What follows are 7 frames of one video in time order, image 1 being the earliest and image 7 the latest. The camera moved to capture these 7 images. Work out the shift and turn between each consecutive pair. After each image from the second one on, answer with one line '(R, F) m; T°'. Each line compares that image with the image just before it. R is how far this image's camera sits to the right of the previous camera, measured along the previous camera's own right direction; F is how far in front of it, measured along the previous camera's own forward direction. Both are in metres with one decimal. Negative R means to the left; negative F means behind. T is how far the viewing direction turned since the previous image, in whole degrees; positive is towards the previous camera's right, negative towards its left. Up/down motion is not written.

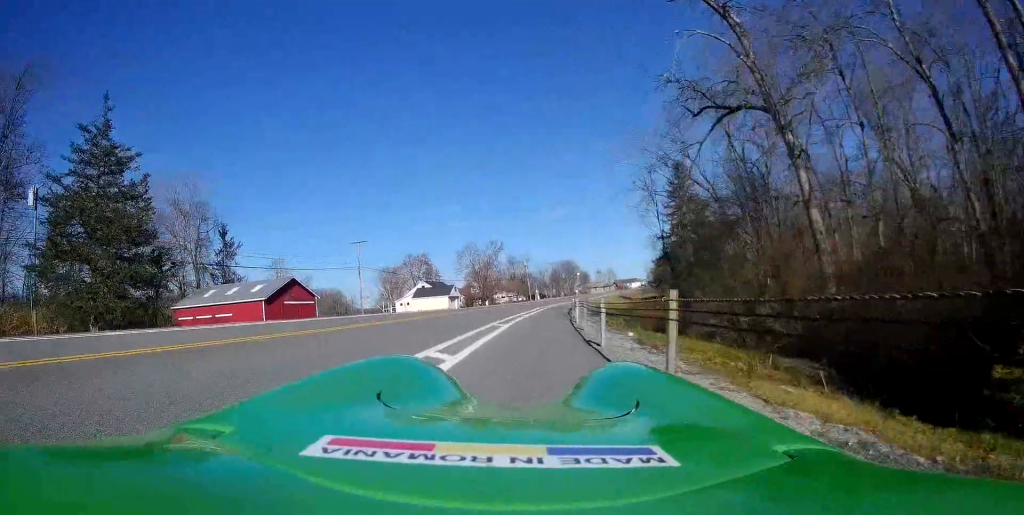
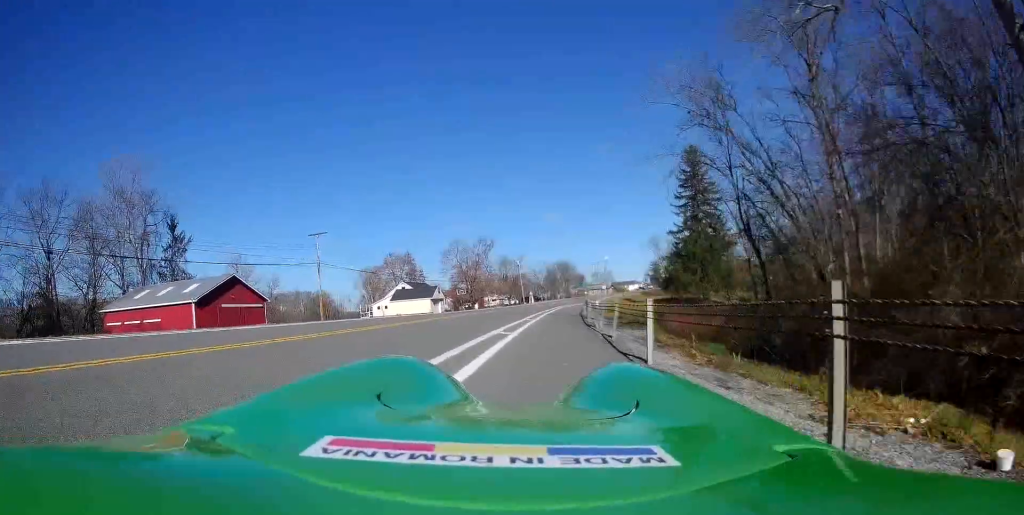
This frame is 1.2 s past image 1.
(+0.2, +11.9) m; +1°
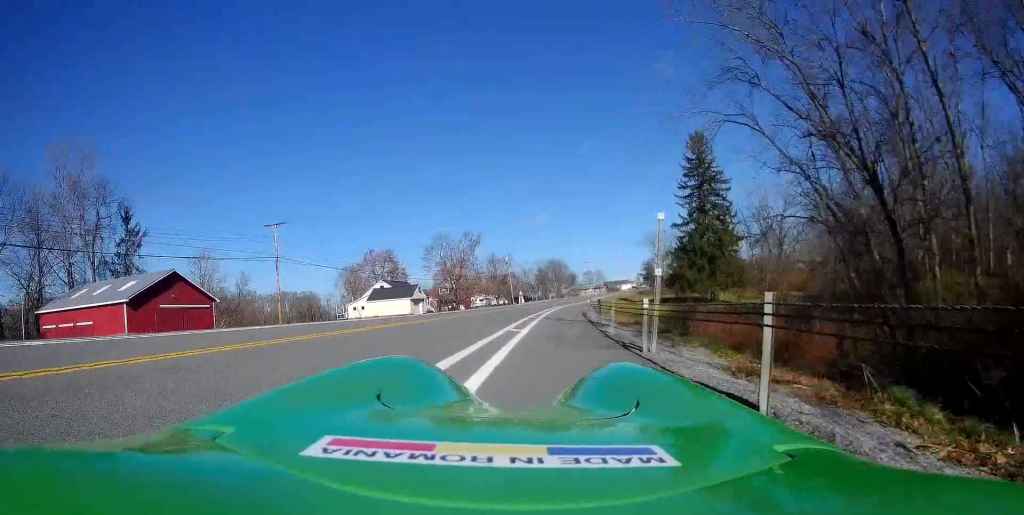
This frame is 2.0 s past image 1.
(-0.1, +8.2) m; 0°
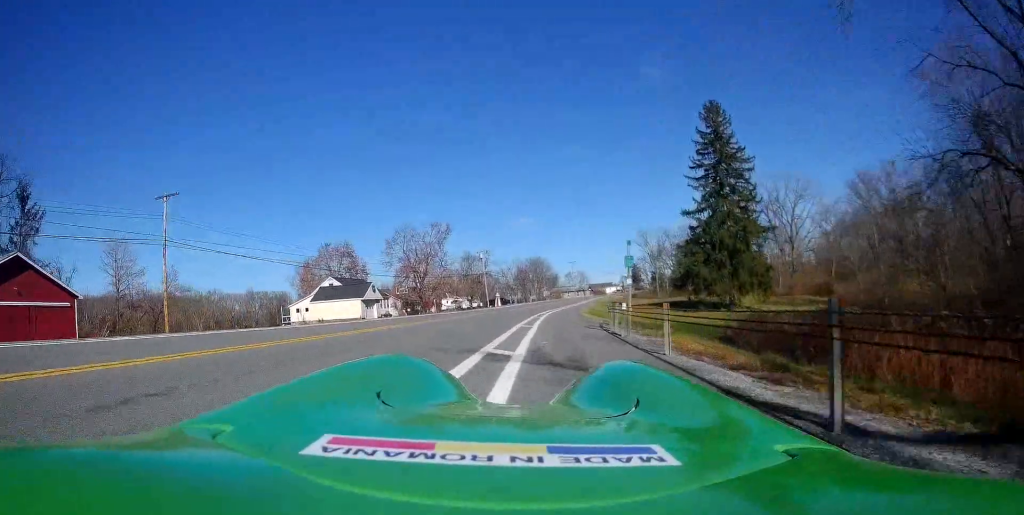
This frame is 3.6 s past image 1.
(+0.4, +15.3) m; +4°
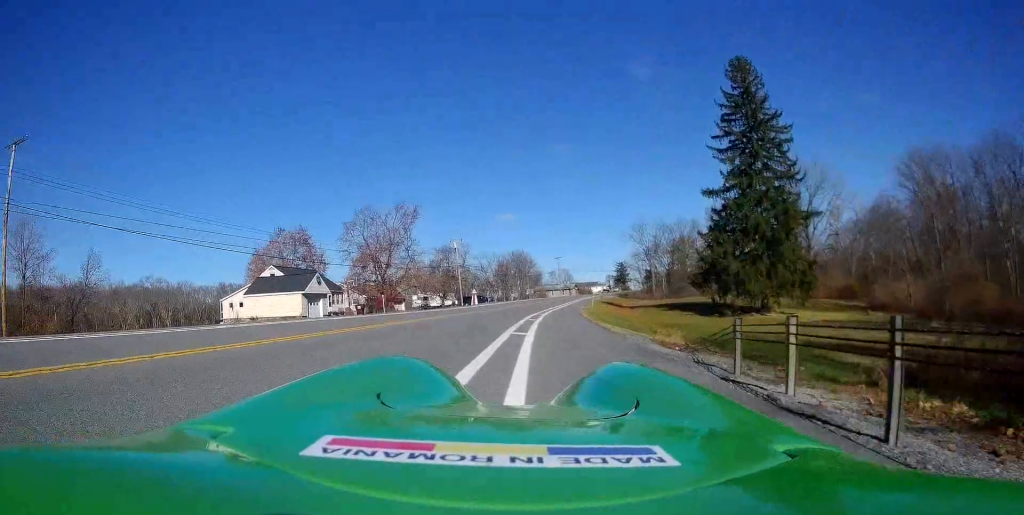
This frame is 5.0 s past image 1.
(+0.4, +13.5) m; +1°
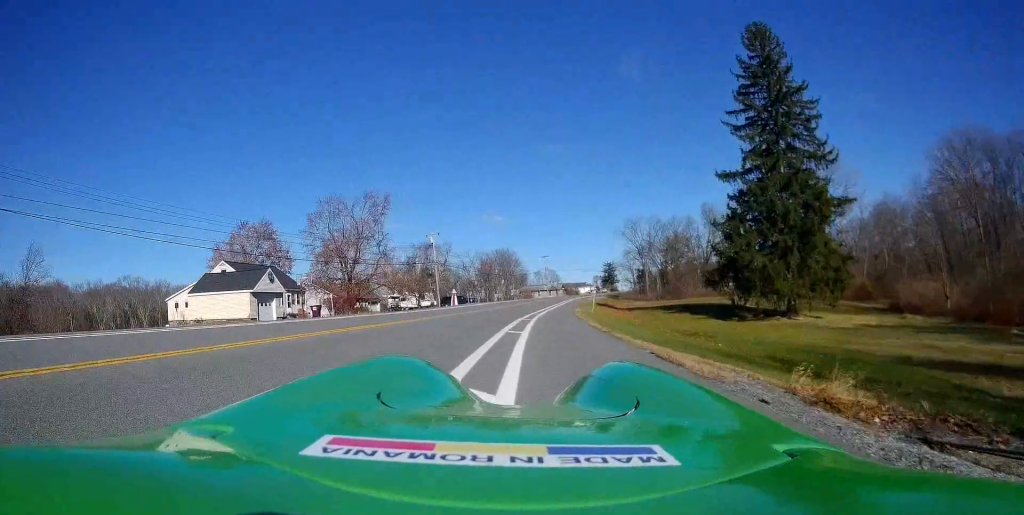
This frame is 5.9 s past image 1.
(-0.1, +8.4) m; +1°
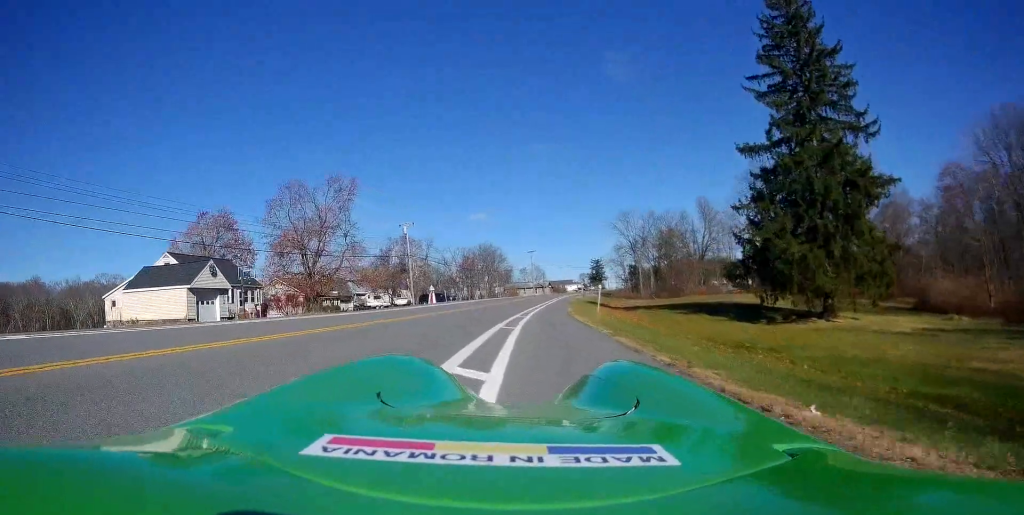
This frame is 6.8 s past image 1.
(+0.2, +7.8) m; +1°
